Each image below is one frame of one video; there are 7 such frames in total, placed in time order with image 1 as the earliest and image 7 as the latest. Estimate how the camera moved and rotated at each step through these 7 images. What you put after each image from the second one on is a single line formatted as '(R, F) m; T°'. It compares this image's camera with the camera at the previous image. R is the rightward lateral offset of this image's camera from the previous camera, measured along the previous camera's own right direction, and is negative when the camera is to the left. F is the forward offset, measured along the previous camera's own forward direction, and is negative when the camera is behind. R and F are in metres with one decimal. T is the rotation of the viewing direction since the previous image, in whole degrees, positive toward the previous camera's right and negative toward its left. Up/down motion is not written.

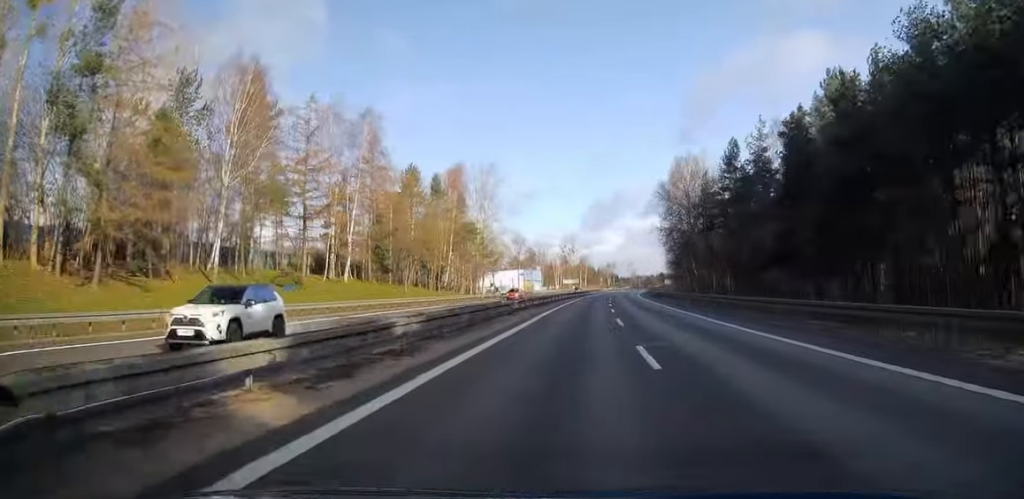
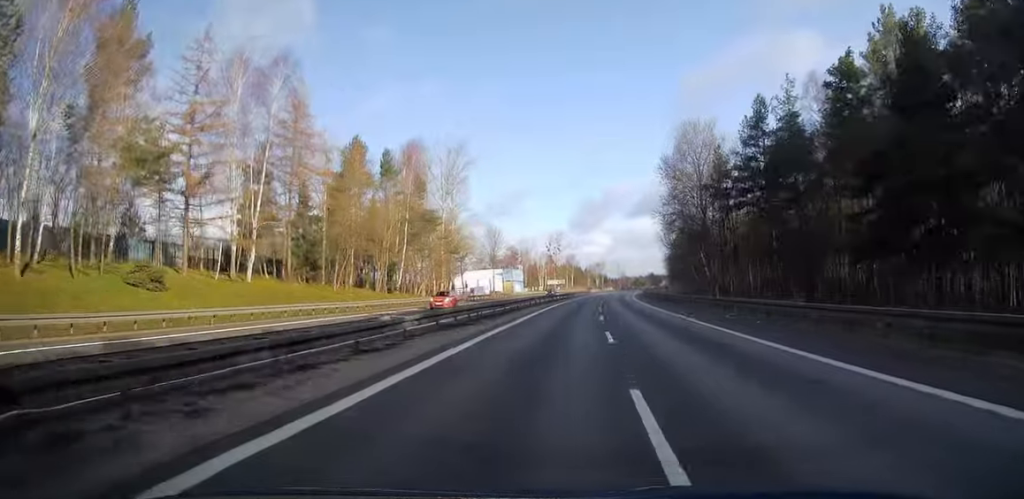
(+0.2, +18.3) m; +1°
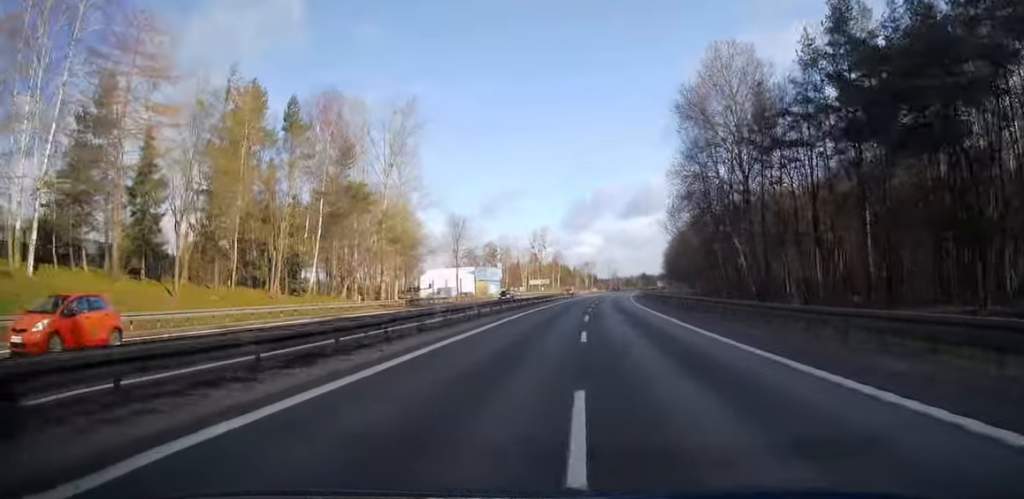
(0.0, +23.2) m; +1°
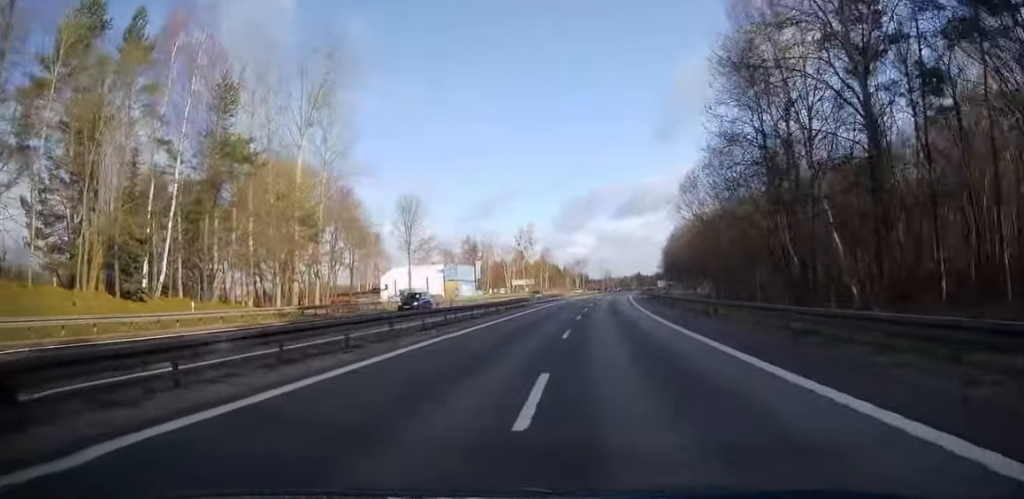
(+0.3, +21.7) m; +1°
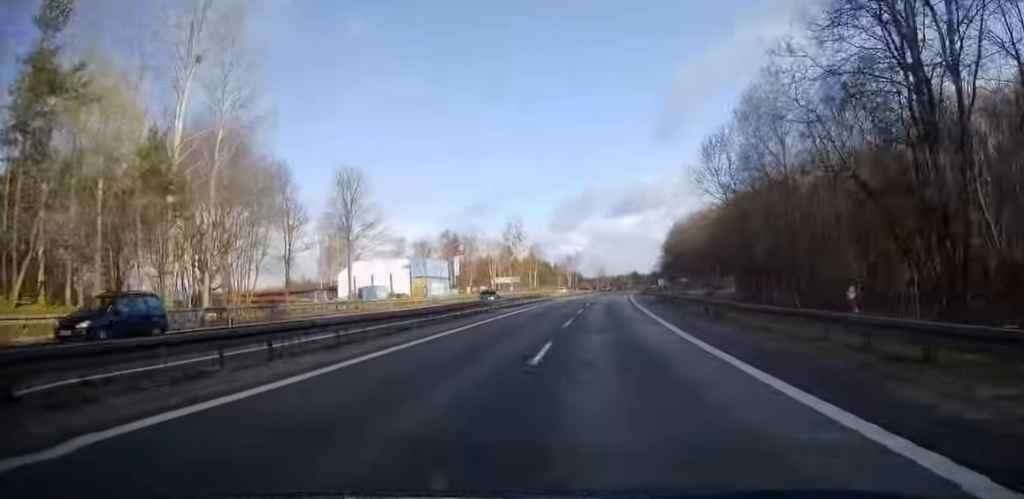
(+0.1, +17.8) m; +1°
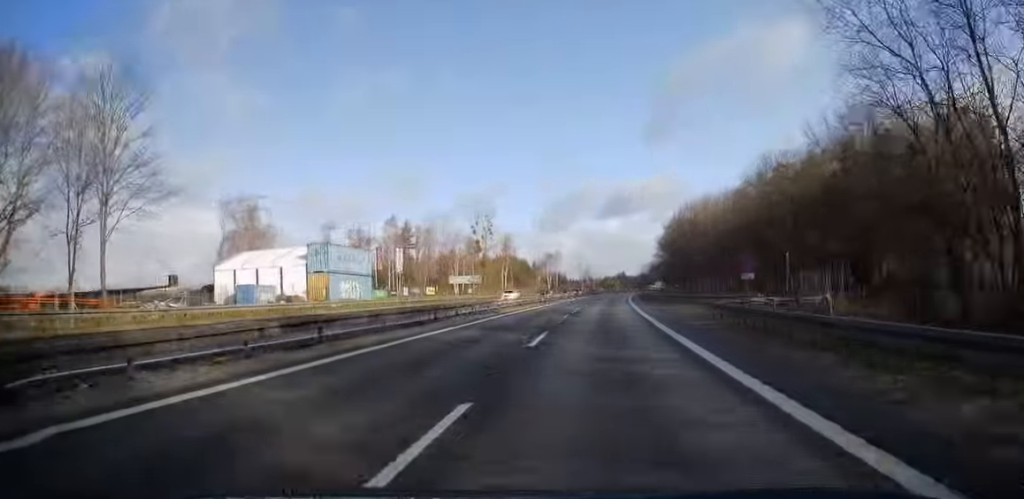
(+0.1, +32.3) m; +1°
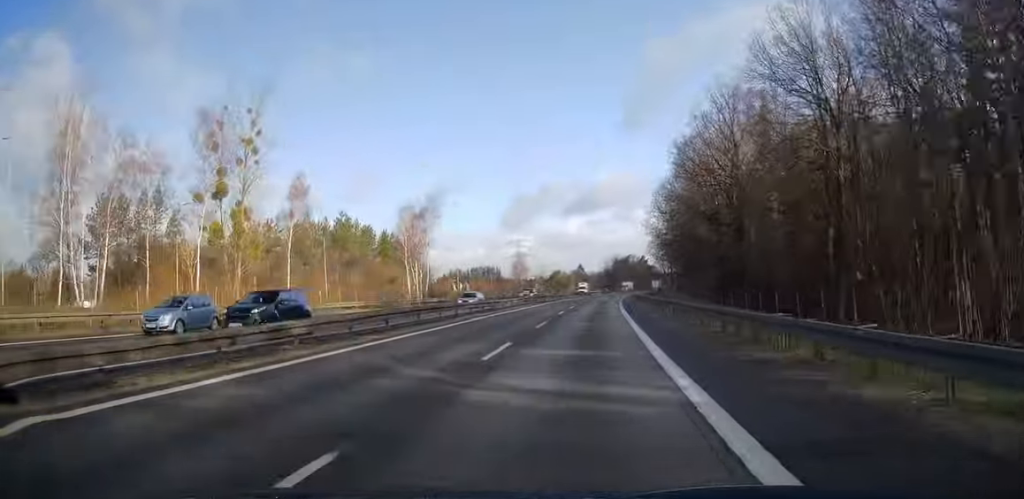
(+4.2, +110.0) m; +4°
